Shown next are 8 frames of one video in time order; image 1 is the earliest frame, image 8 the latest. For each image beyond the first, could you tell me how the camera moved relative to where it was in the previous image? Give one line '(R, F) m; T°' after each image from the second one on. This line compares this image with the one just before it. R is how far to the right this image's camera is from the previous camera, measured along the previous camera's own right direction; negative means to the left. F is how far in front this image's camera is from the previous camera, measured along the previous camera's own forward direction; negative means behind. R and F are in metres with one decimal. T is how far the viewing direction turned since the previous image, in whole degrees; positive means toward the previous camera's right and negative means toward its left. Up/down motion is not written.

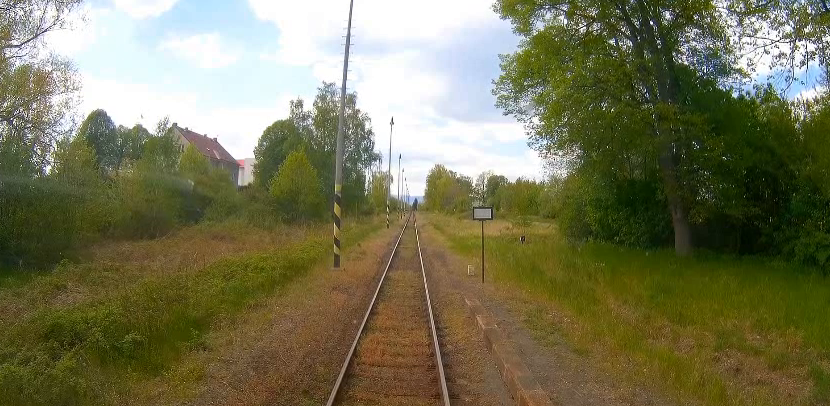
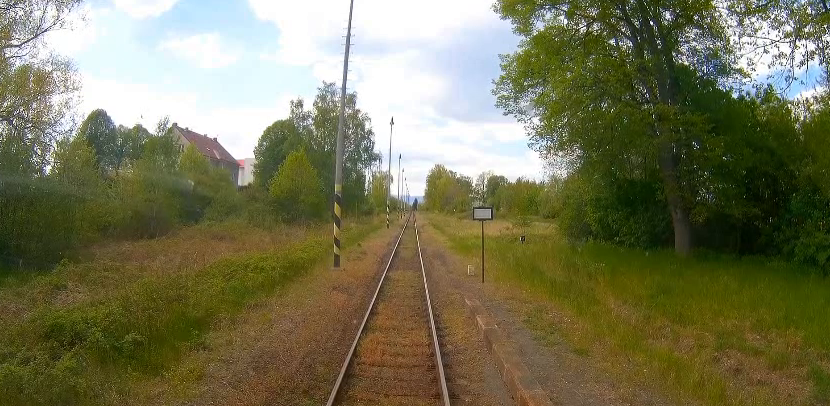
(0.0, 0.0) m; 0°
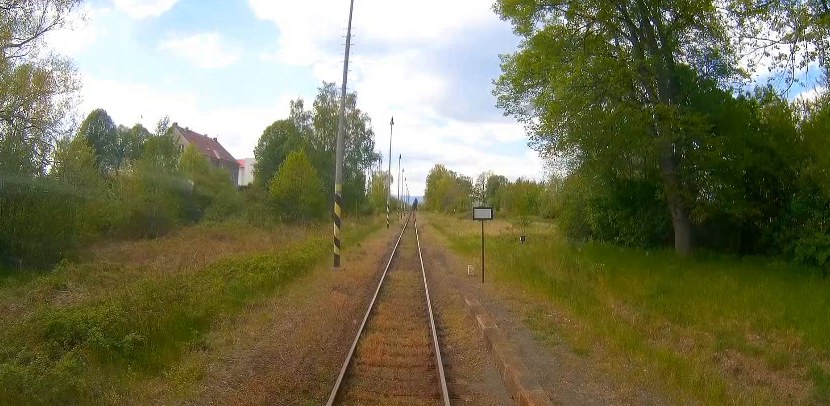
(0.0, 0.0) m; 0°
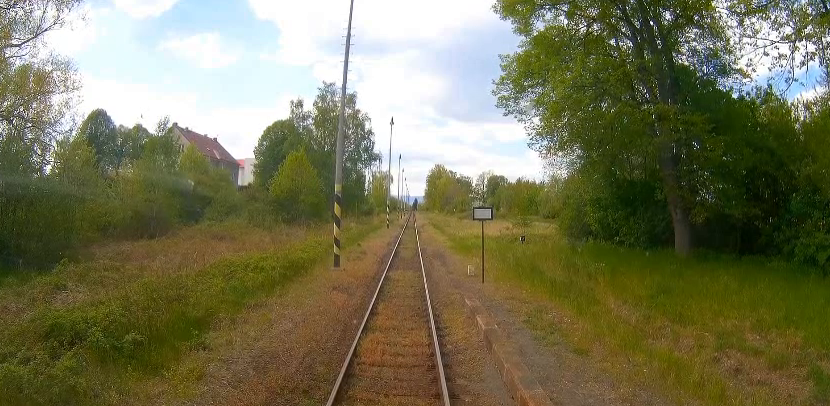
(0.0, 0.0) m; 0°
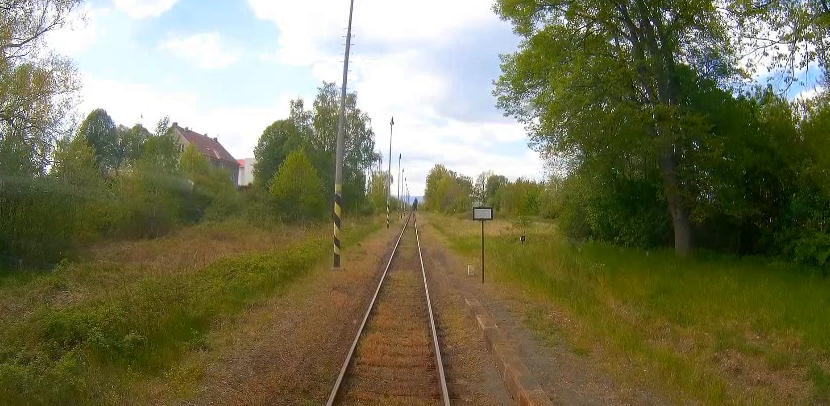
(0.0, 0.0) m; 0°
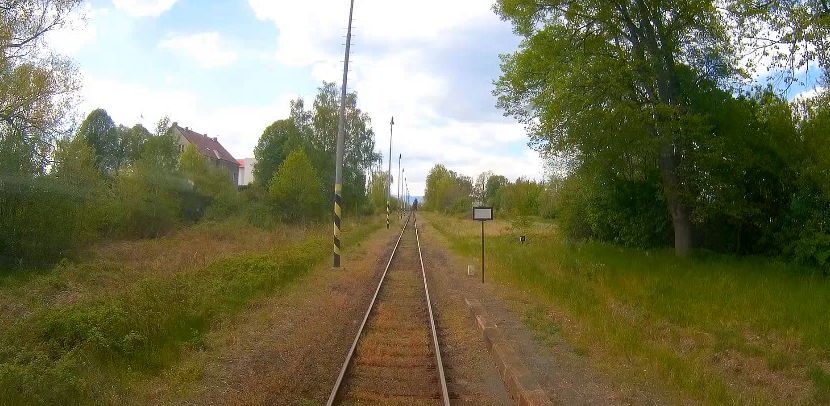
(0.0, 0.0) m; 0°
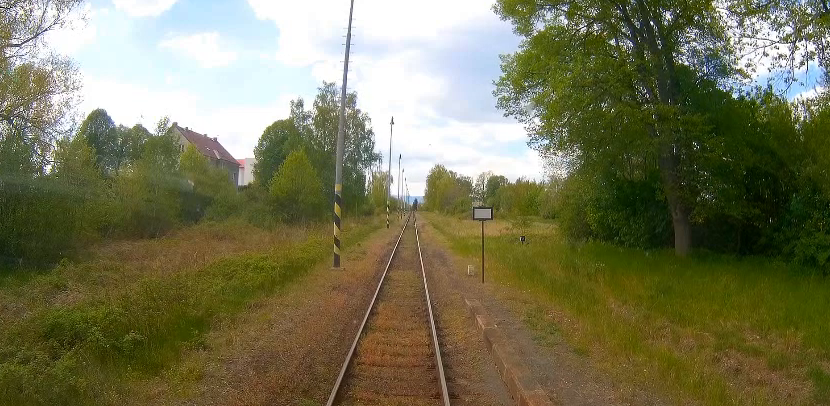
(0.0, 0.0) m; 0°
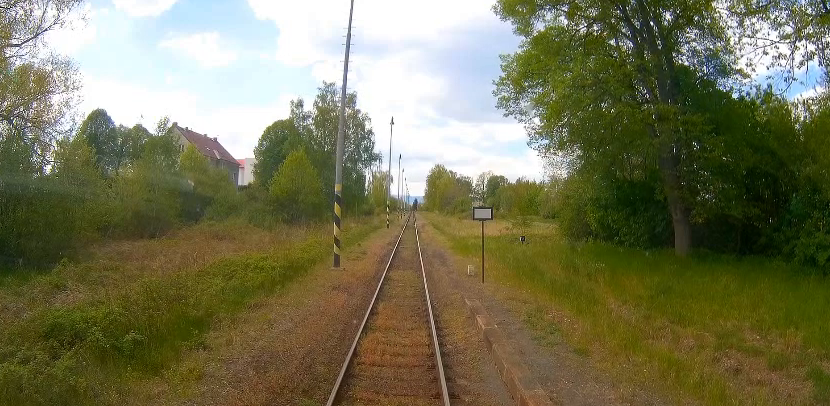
(0.0, 0.0) m; 0°
